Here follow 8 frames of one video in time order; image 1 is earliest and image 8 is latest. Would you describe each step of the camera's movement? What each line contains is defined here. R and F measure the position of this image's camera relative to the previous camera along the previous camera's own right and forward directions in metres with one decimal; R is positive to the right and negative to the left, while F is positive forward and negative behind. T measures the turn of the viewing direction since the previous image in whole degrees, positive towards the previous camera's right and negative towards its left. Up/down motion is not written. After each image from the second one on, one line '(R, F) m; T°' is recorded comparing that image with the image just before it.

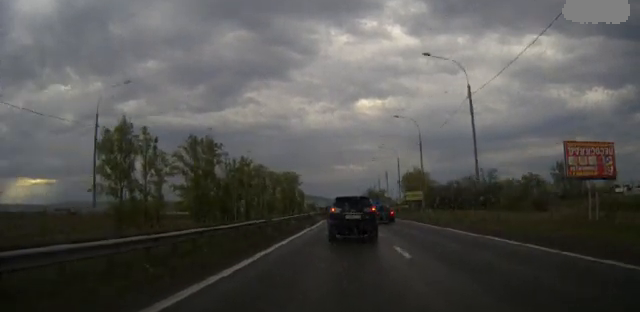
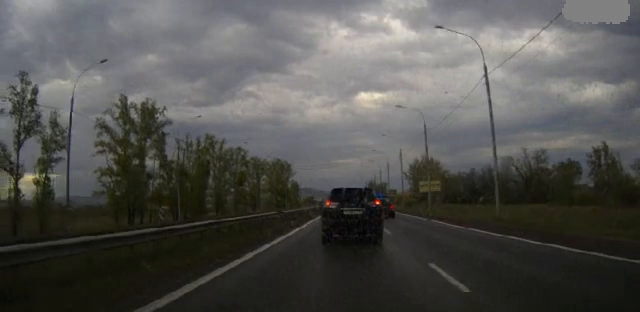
(+0.2, +28.3) m; +1°
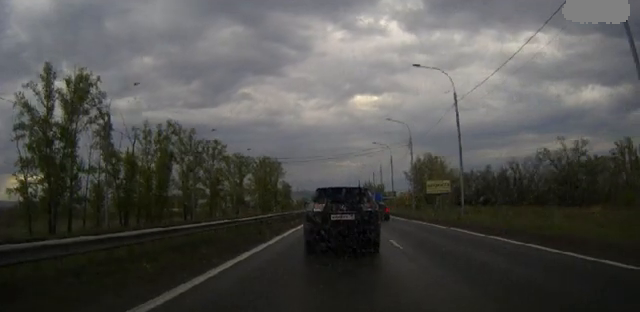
(+0.3, +17.7) m; +1°
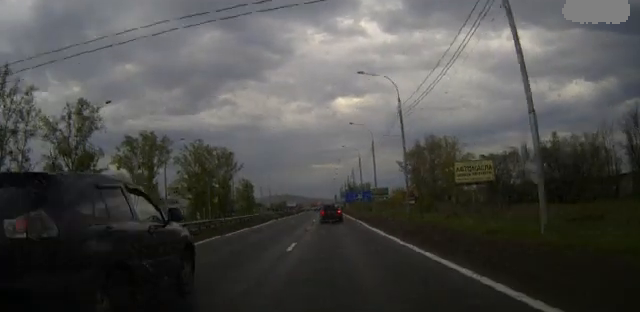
(-0.3, +48.0) m; 0°
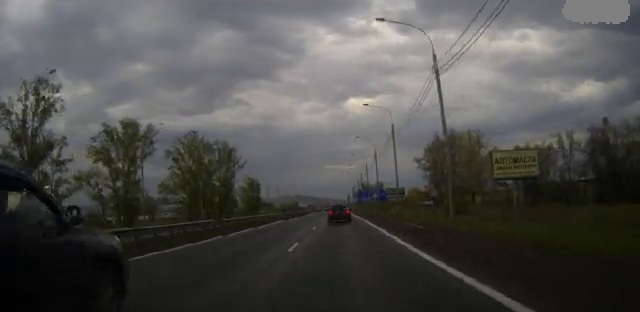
(0.0, +12.3) m; -1°
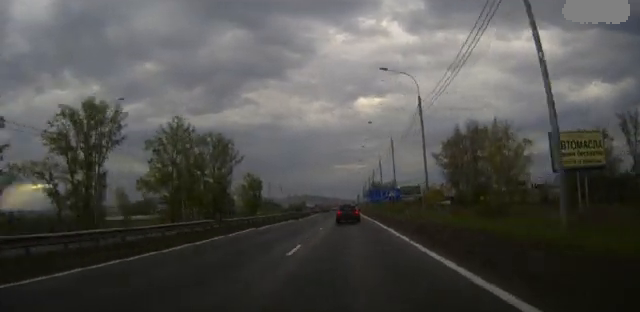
(+0.1, +14.0) m; -1°
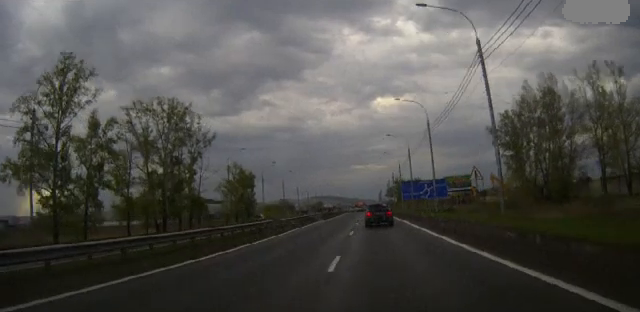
(-1.3, +39.2) m; -2°
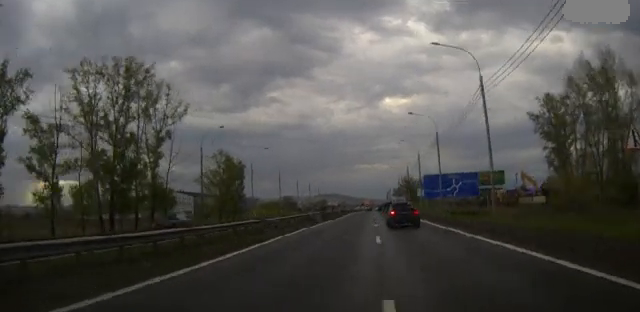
(0.0, +18.0) m; -3°
